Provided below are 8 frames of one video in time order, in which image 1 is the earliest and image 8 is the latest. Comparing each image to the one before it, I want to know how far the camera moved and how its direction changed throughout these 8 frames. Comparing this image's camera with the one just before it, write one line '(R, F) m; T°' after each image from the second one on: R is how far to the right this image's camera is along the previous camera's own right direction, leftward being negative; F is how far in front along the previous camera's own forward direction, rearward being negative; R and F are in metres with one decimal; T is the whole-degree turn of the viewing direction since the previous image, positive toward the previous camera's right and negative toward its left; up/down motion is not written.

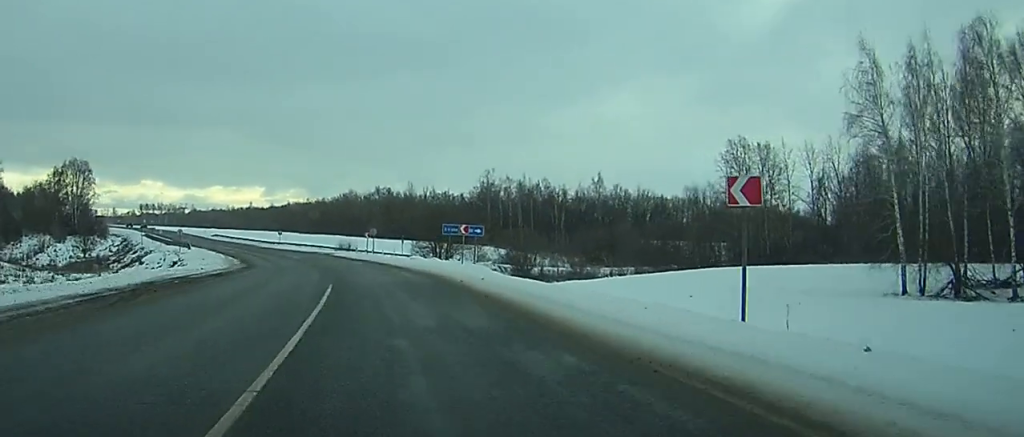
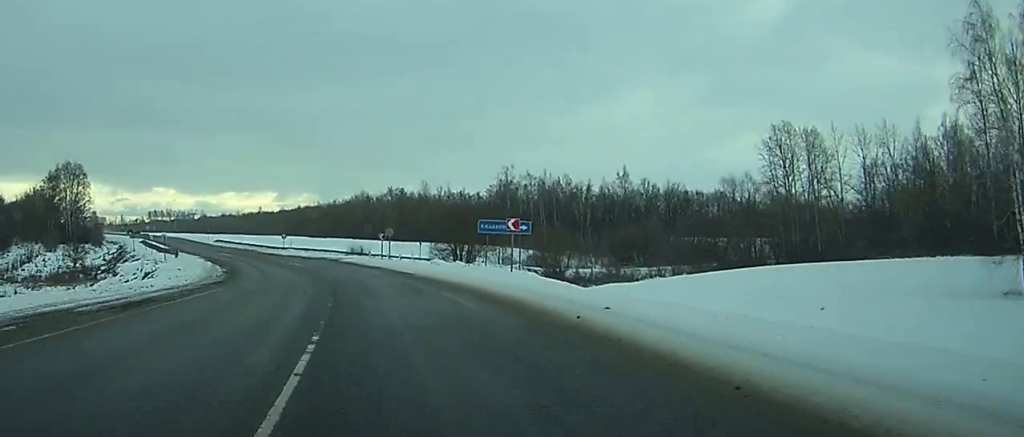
(-0.1, +14.0) m; -1°
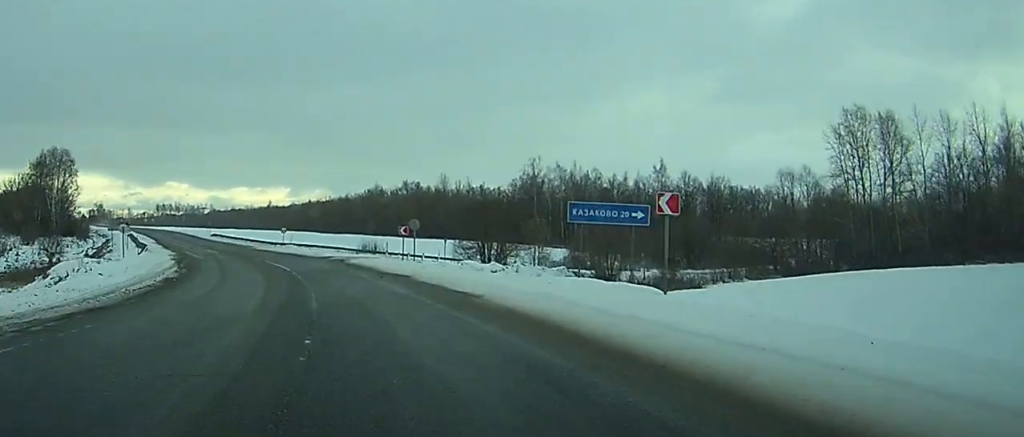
(-0.3, +19.7) m; -2°
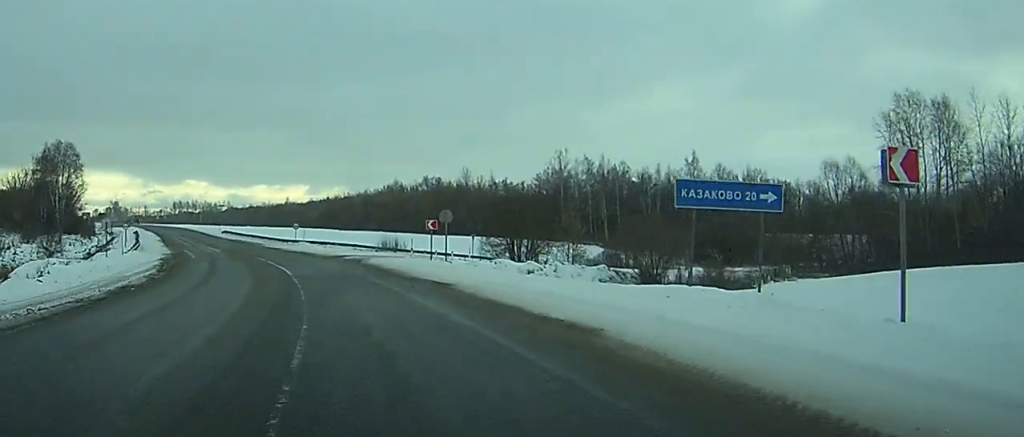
(-0.3, +9.4) m; -1°
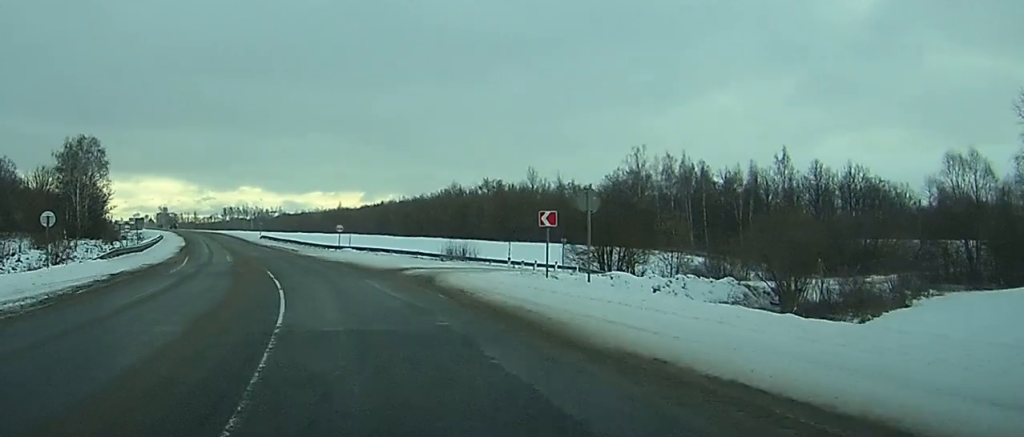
(-0.3, +20.1) m; -2°
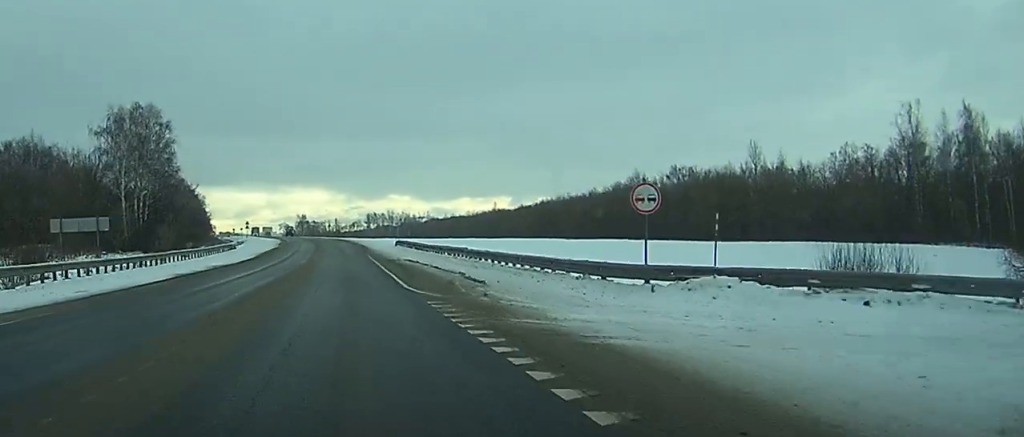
(-3.3, +54.5) m; -7°
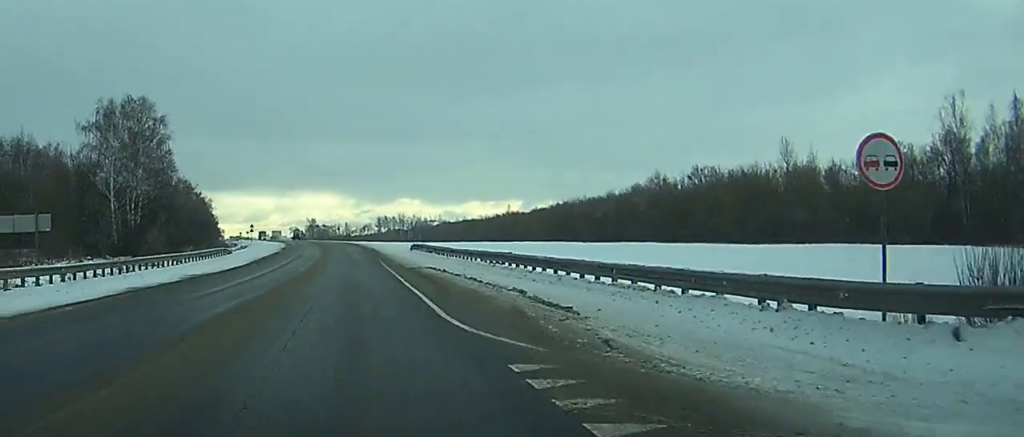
(-0.3, +9.3) m; -1°
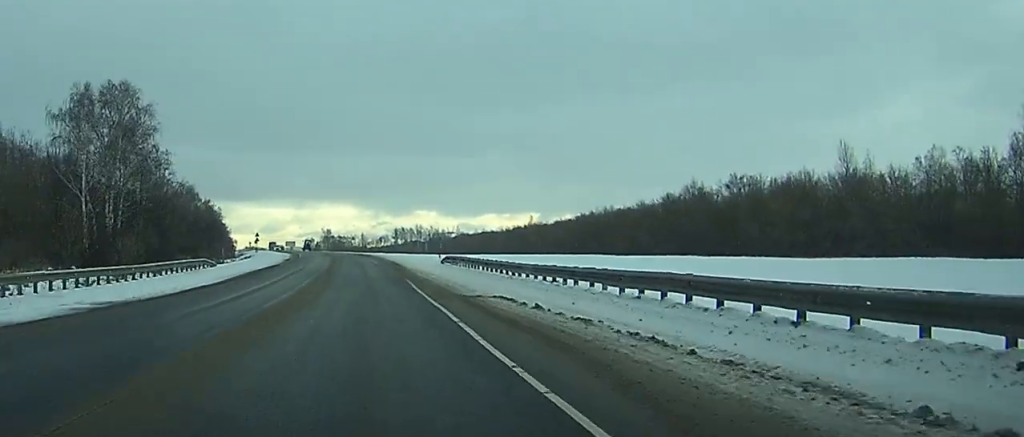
(-0.3, +15.8) m; -2°
